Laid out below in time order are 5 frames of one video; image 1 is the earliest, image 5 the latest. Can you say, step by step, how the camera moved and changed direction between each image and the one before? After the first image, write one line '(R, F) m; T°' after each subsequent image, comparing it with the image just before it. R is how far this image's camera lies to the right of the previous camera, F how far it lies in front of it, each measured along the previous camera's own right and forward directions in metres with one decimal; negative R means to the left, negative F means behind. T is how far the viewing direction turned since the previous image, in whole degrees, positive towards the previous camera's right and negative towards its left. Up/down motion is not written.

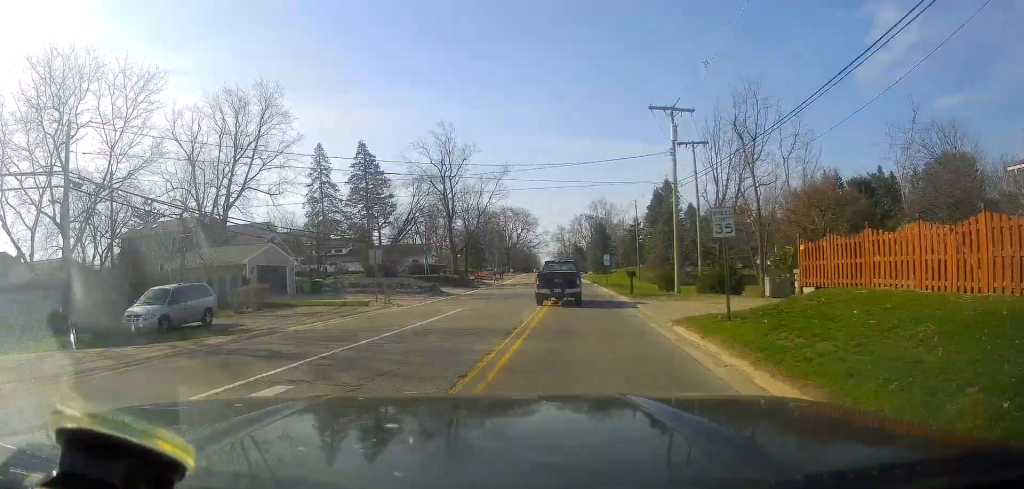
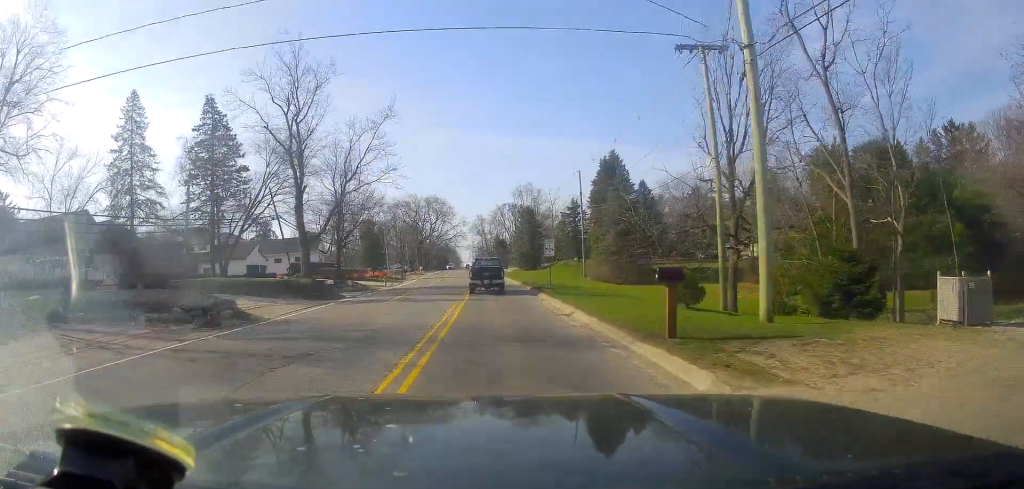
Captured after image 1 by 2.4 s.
(+0.1, +23.5) m; 0°
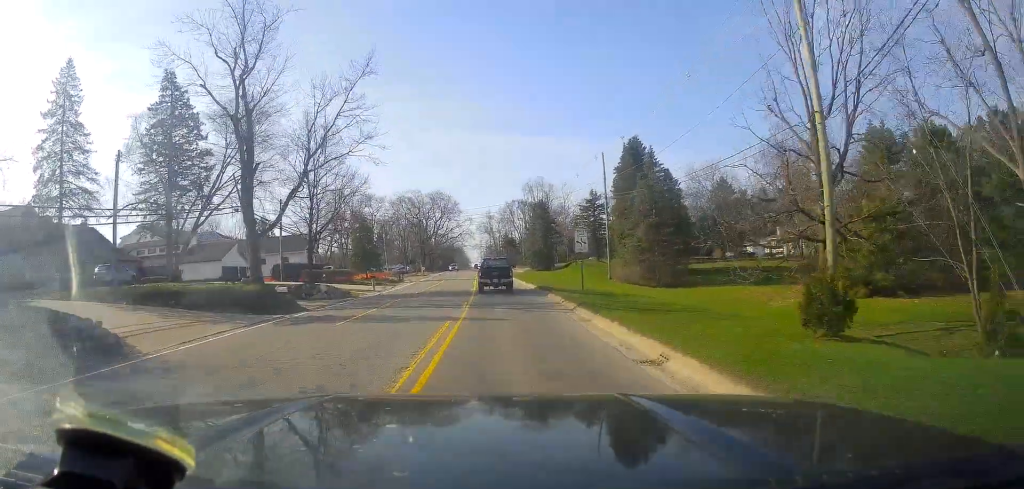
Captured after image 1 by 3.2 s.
(0.0, +10.0) m; 0°
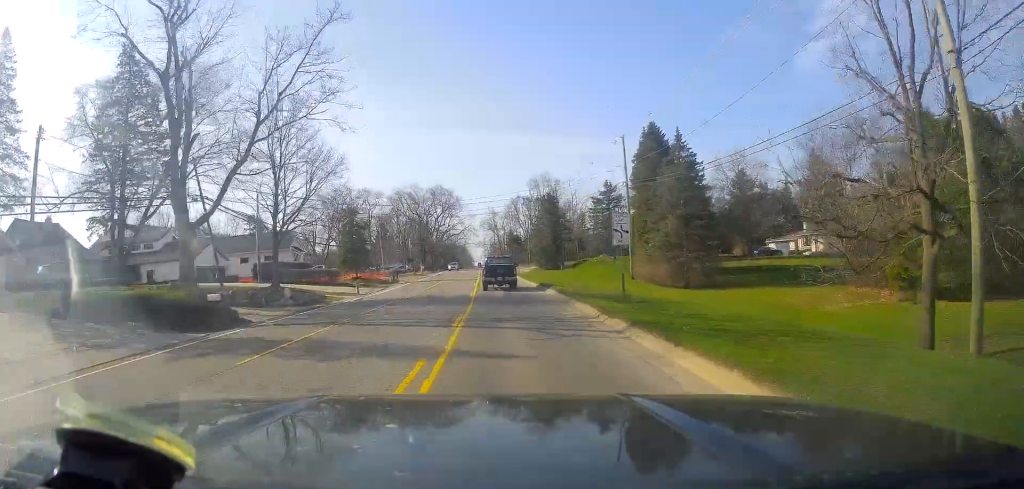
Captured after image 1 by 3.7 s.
(0.0, +7.9) m; 0°
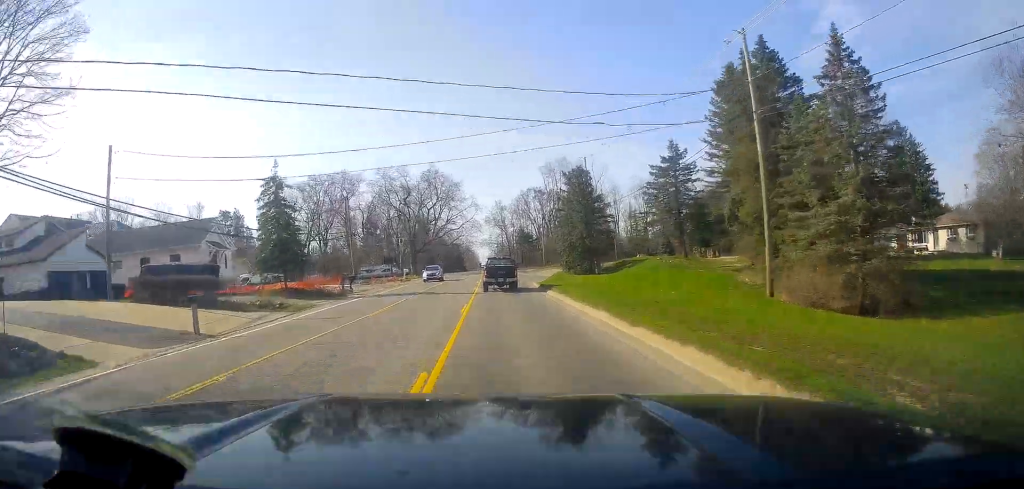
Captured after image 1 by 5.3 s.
(0.0, +25.9) m; -1°
